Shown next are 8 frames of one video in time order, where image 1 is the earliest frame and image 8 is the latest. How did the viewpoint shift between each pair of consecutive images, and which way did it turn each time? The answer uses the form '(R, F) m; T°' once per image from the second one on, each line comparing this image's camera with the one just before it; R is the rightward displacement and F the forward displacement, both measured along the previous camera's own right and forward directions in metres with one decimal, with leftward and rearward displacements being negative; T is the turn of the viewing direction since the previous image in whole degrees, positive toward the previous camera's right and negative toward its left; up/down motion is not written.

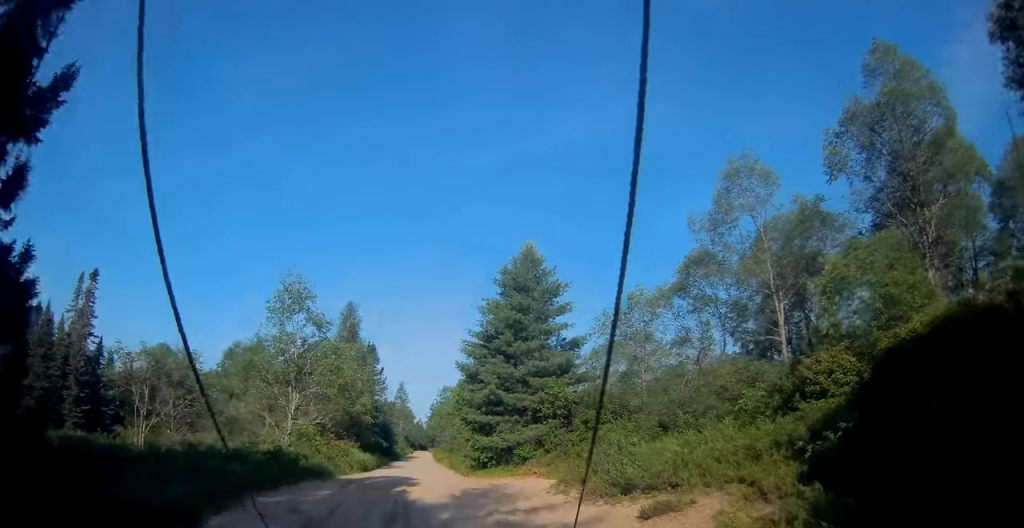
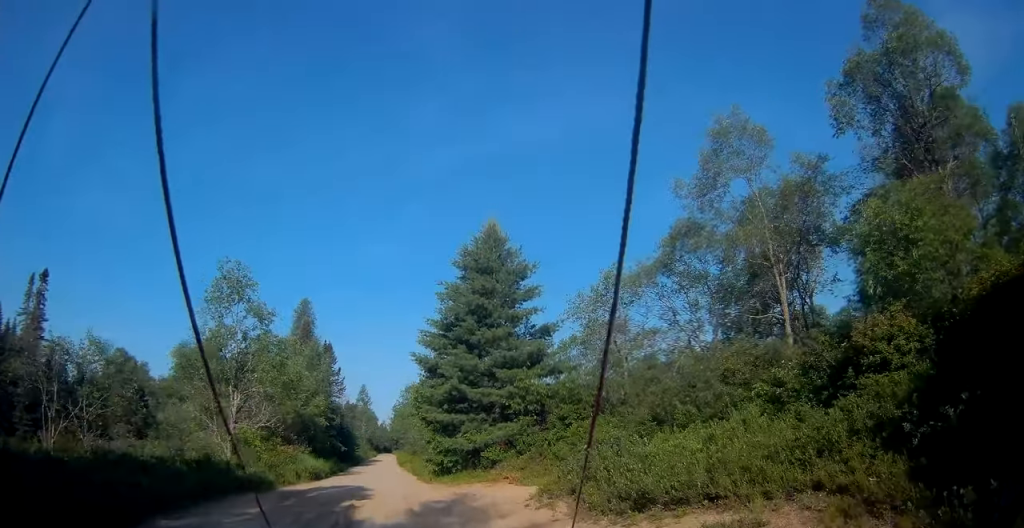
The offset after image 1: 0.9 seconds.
(+0.1, +3.5) m; +2°
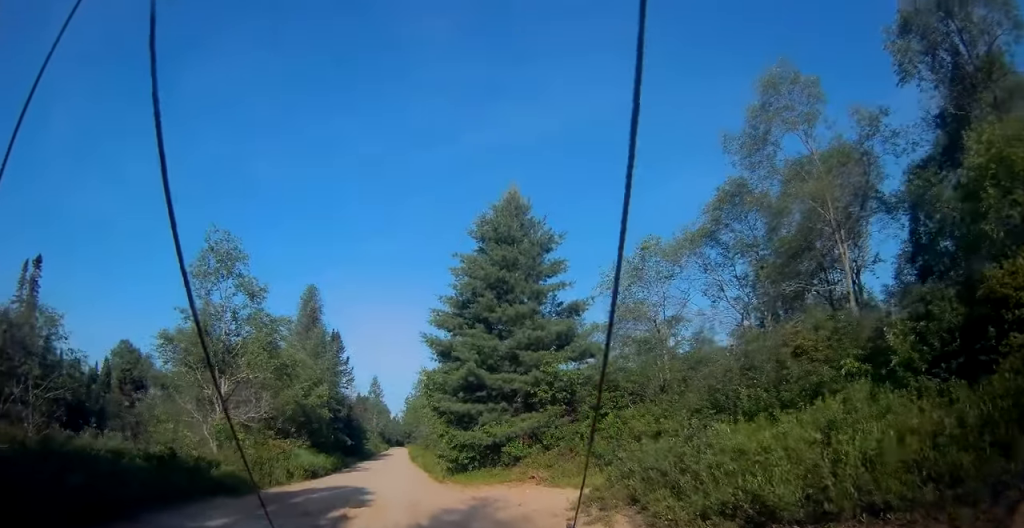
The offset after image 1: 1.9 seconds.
(0.0, +3.5) m; 0°
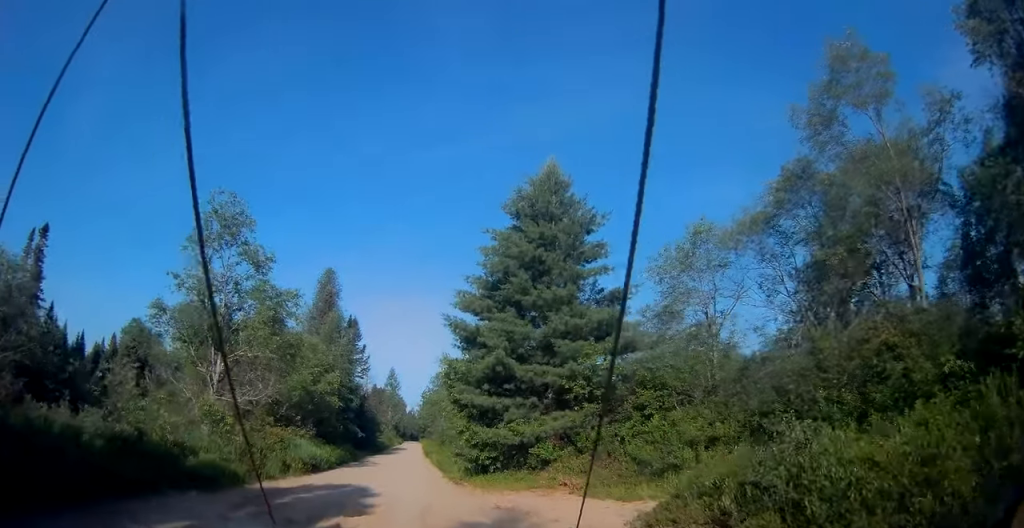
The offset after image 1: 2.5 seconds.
(+0.1, +2.5) m; 0°
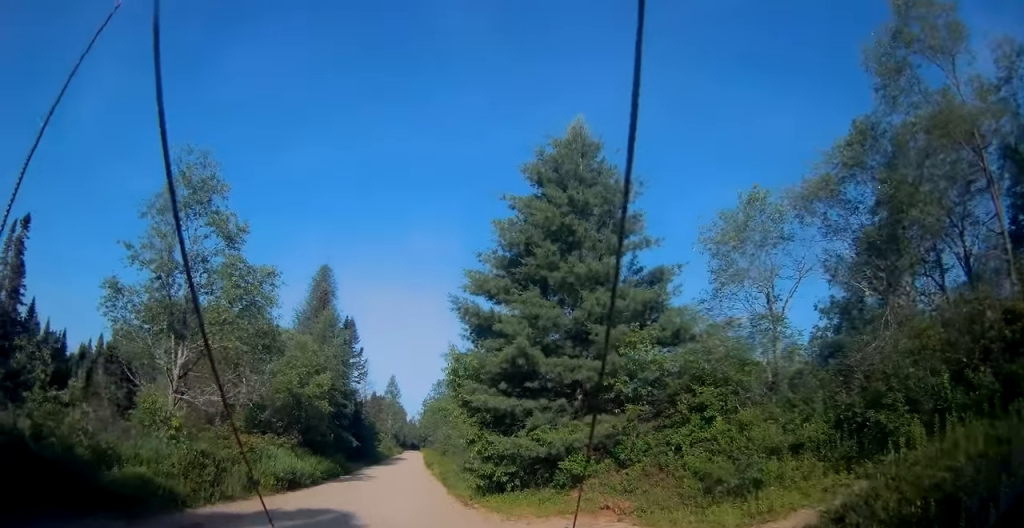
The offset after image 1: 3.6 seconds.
(-0.1, +3.9) m; -1°
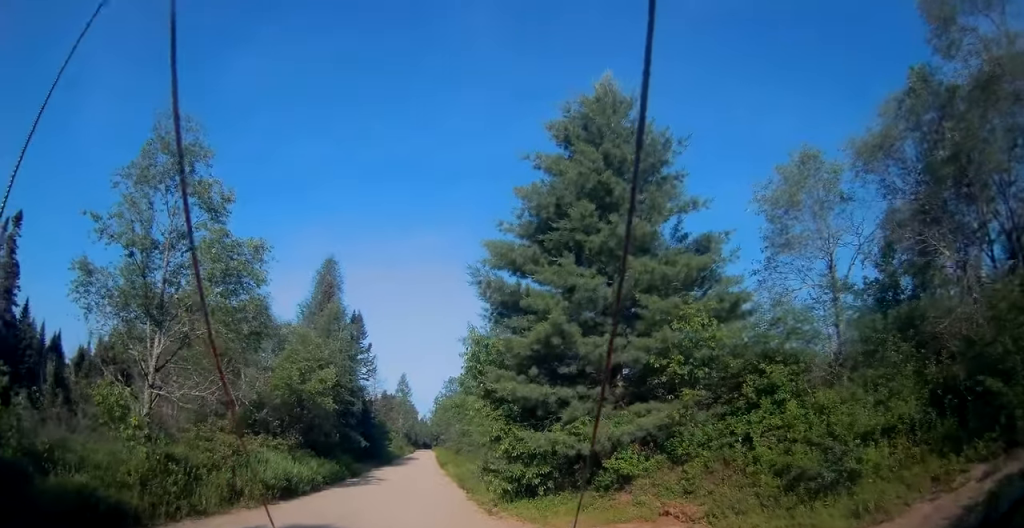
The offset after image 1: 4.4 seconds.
(0.0, +2.6) m; -2°
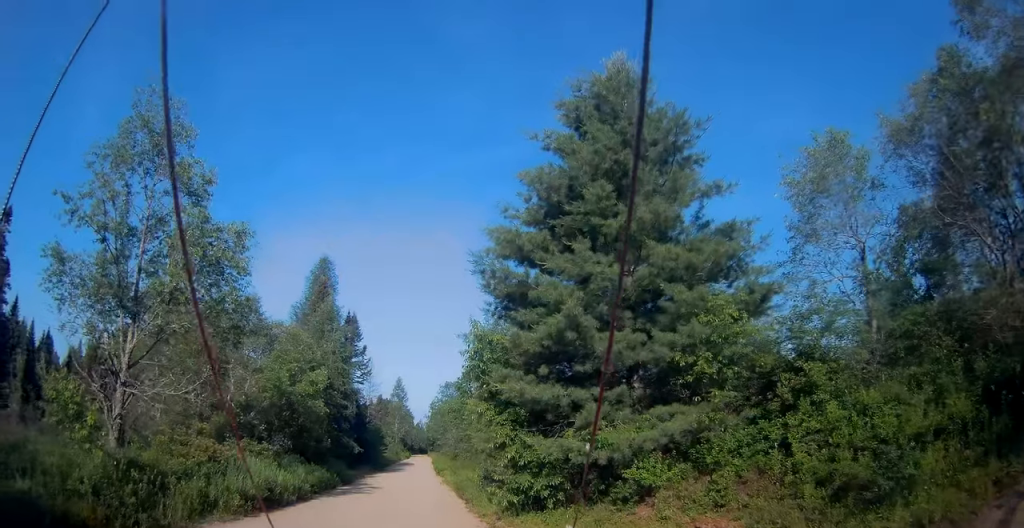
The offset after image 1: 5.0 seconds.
(-0.1, +1.5) m; +2°
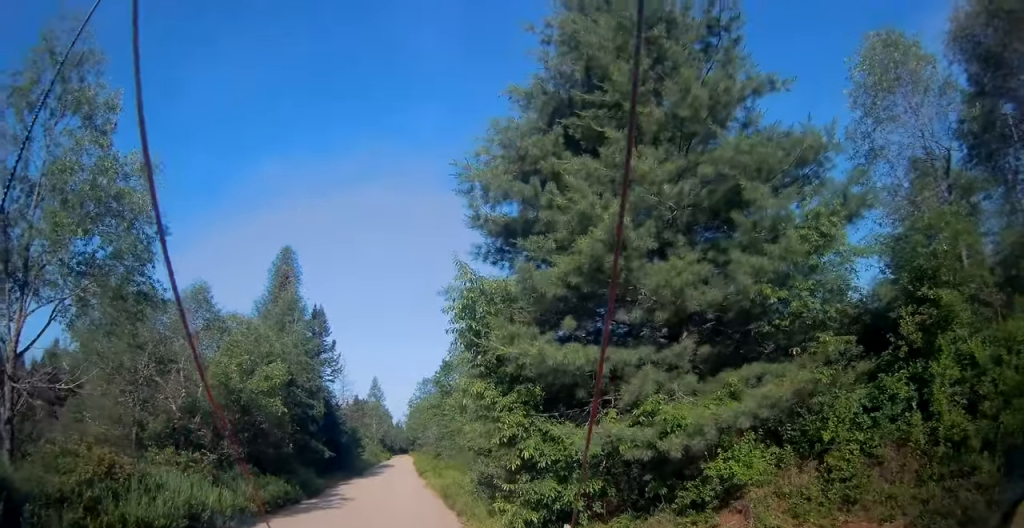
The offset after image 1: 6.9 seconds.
(+0.3, +4.4) m; +2°
